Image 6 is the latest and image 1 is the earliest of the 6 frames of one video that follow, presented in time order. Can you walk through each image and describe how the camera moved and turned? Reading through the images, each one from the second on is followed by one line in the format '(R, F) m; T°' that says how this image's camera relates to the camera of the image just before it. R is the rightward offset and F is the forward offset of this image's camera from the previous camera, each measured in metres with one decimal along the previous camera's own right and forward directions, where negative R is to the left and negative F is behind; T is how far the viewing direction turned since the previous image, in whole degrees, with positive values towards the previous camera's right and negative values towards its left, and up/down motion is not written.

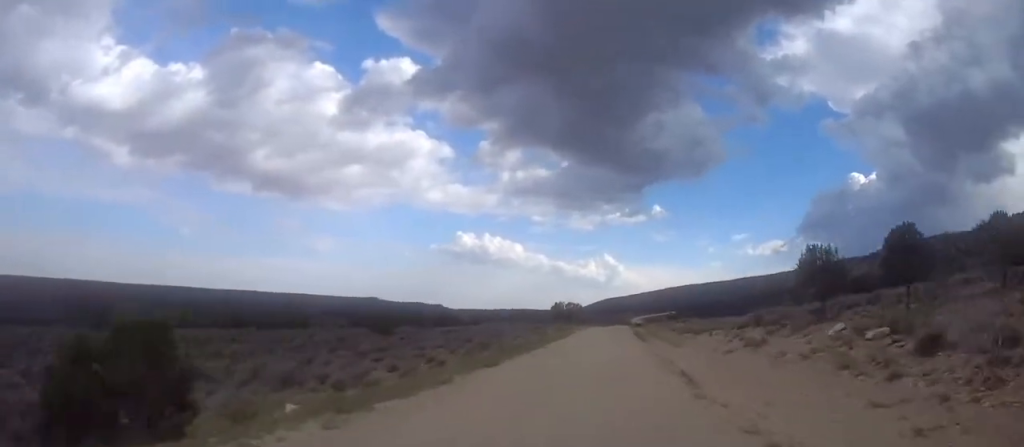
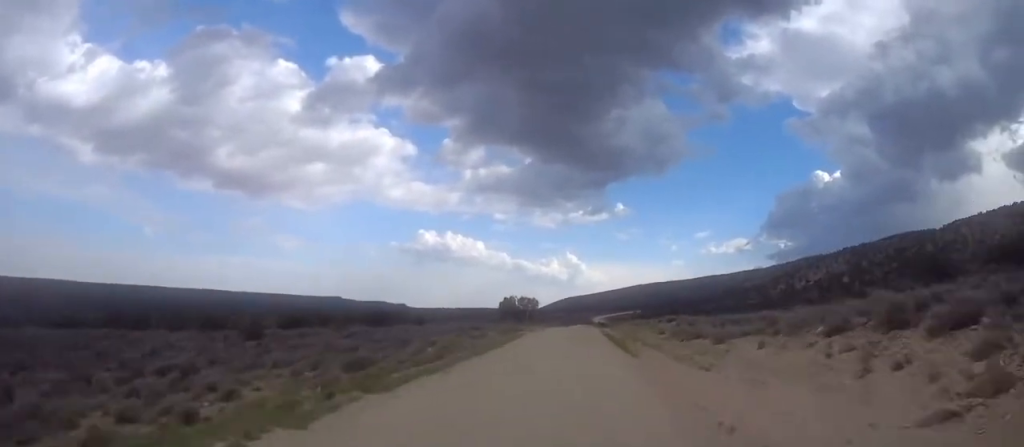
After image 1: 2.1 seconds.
(+0.3, +21.7) m; +2°
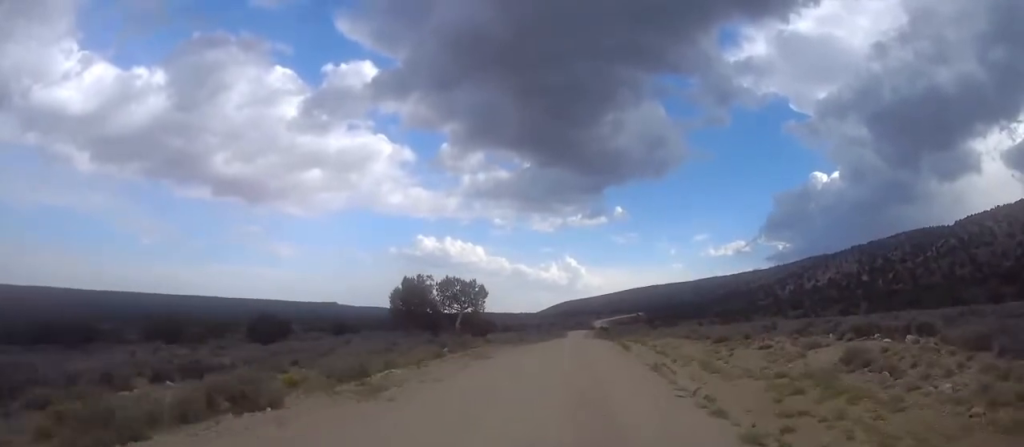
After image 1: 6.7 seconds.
(+1.8, +49.5) m; +2°
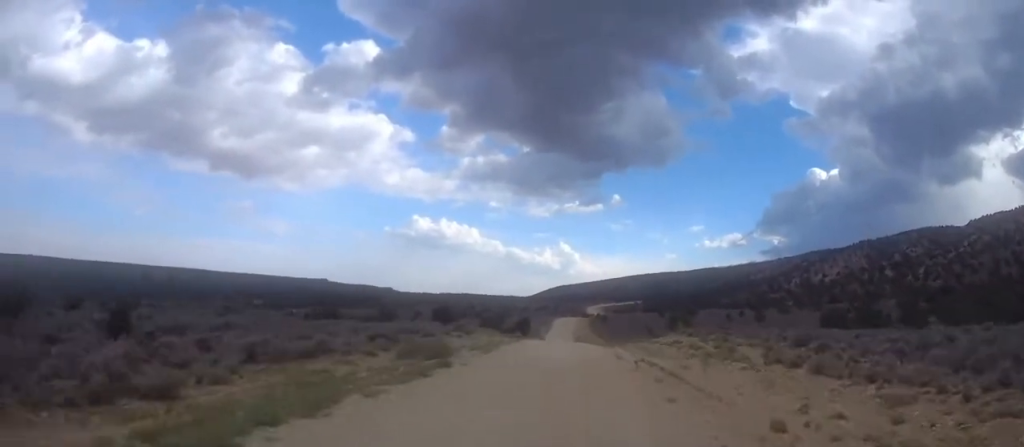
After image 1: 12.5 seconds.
(+0.9, +62.4) m; 0°
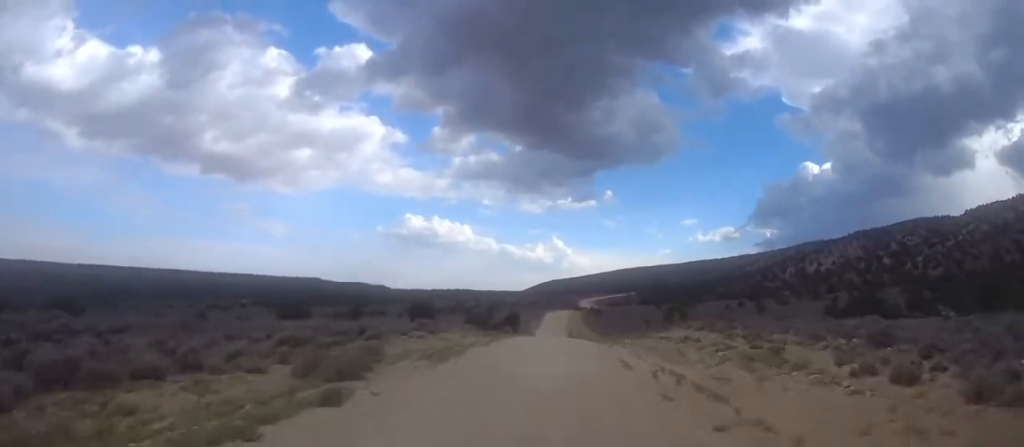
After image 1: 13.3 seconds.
(0.0, +9.3) m; -1°
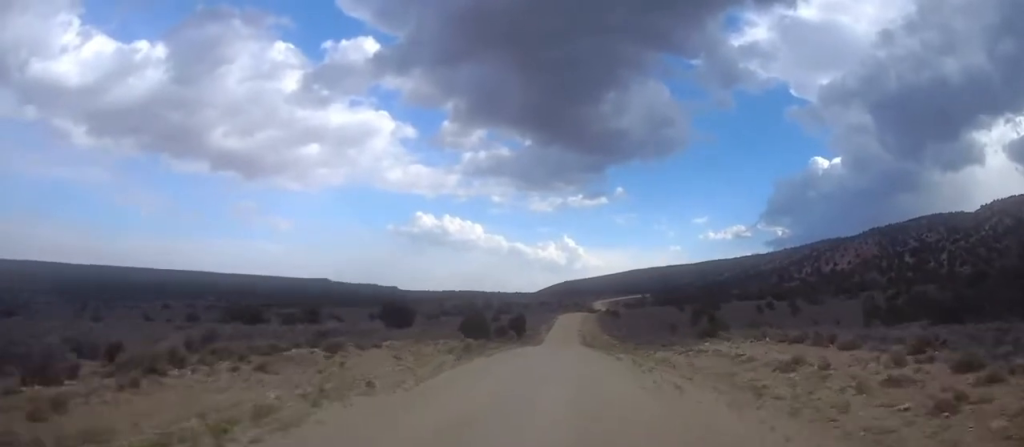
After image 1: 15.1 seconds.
(-0.1, +19.1) m; -1°
